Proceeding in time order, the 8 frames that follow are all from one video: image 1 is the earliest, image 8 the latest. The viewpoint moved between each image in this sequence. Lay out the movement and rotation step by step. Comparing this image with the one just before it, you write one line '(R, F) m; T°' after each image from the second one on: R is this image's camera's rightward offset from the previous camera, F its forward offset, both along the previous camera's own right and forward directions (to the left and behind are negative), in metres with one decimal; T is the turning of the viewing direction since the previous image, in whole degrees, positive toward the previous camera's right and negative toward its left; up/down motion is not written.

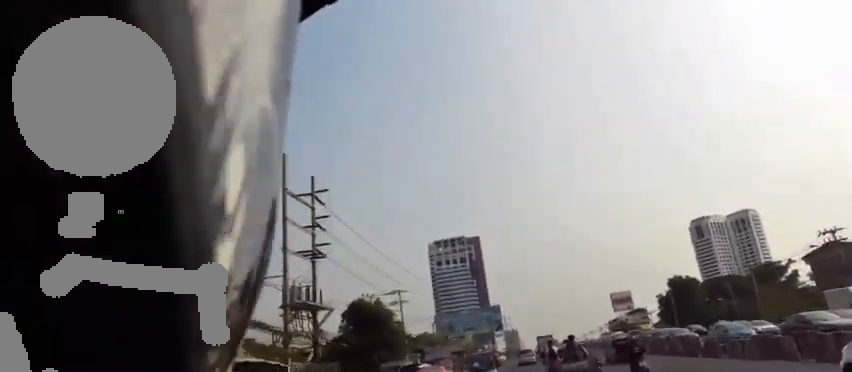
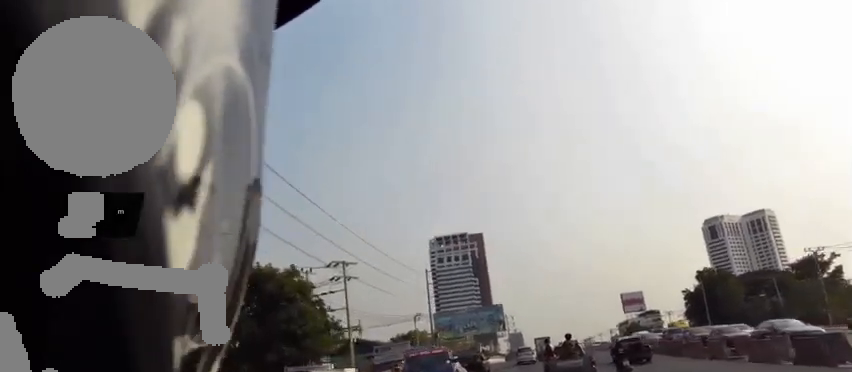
(-0.6, +17.5) m; -2°
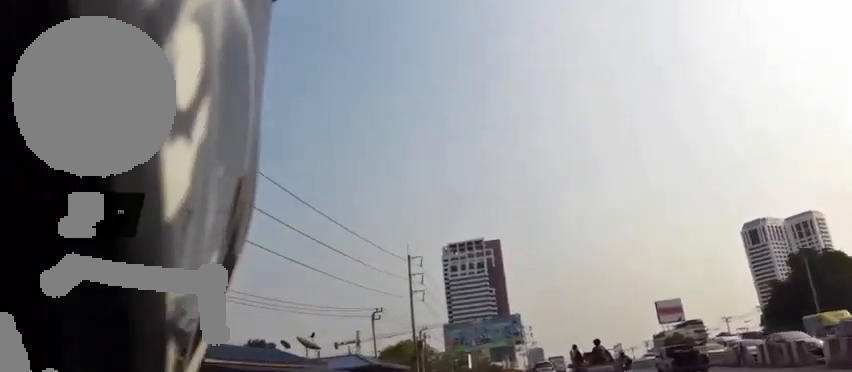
(0.0, +27.3) m; 0°
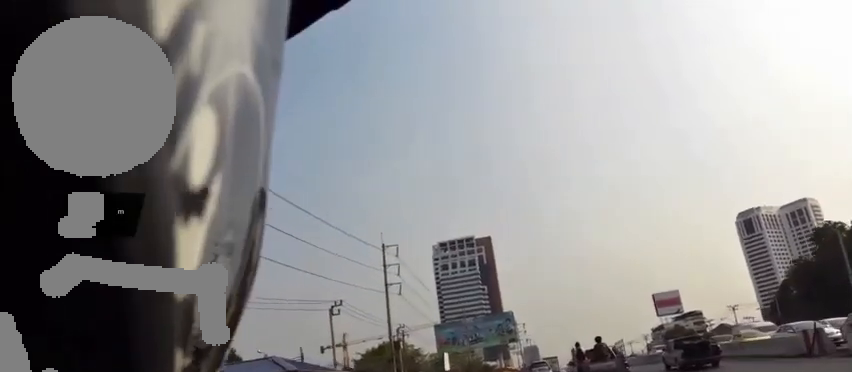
(0.0, +9.0) m; +1°
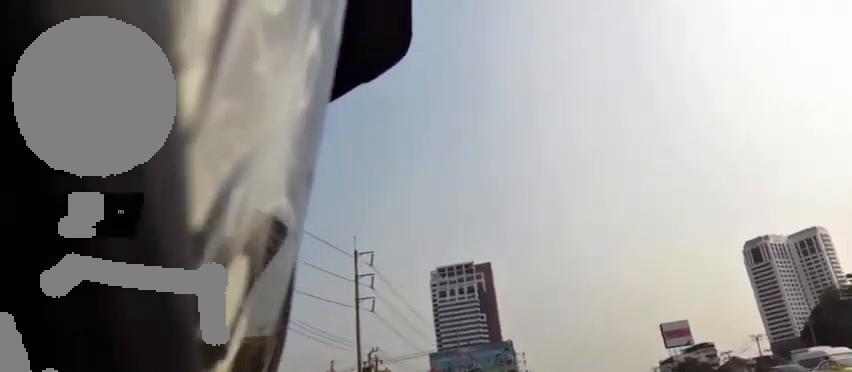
(+0.1, +10.6) m; +1°
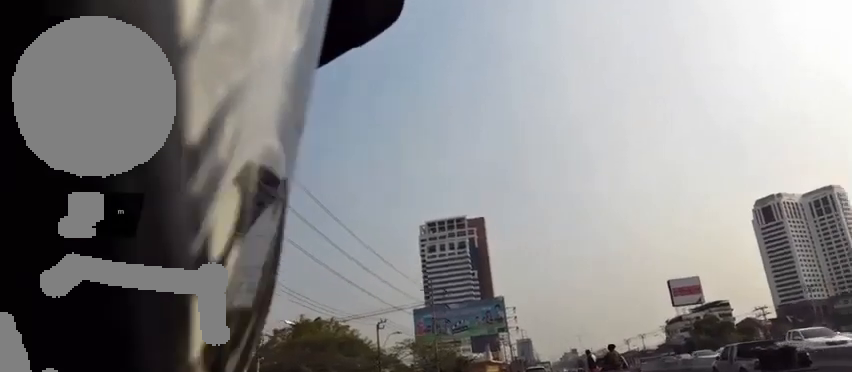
(+0.3, +23.2) m; +1°
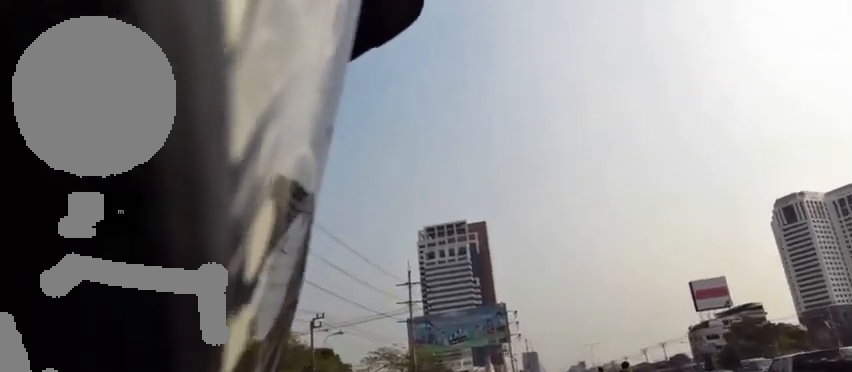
(0.0, +19.2) m; 0°
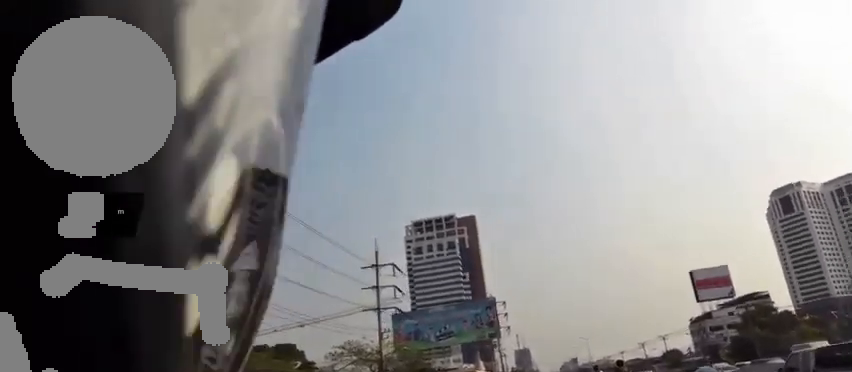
(0.0, +11.6) m; -2°
